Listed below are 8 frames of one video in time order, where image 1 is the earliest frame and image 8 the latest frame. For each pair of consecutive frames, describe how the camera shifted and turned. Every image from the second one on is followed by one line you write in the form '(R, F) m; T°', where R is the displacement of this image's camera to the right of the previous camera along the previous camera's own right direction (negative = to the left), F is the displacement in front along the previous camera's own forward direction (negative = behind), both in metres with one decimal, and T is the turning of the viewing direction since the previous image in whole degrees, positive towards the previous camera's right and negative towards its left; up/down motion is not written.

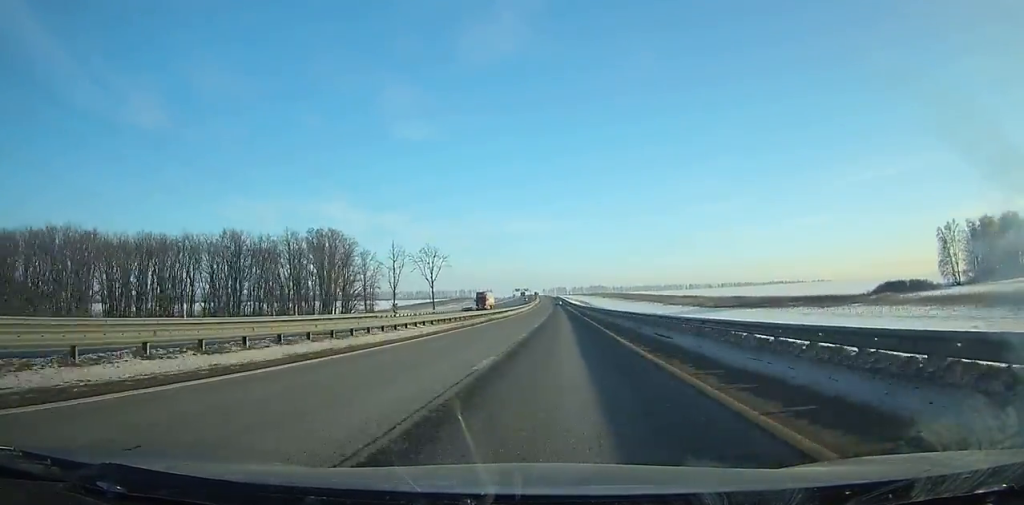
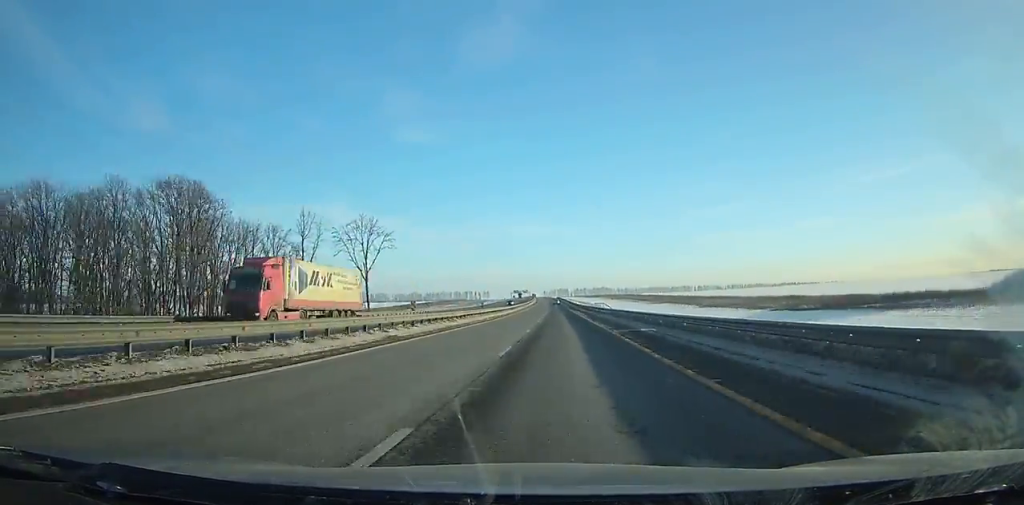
(-0.2, +56.2) m; 0°
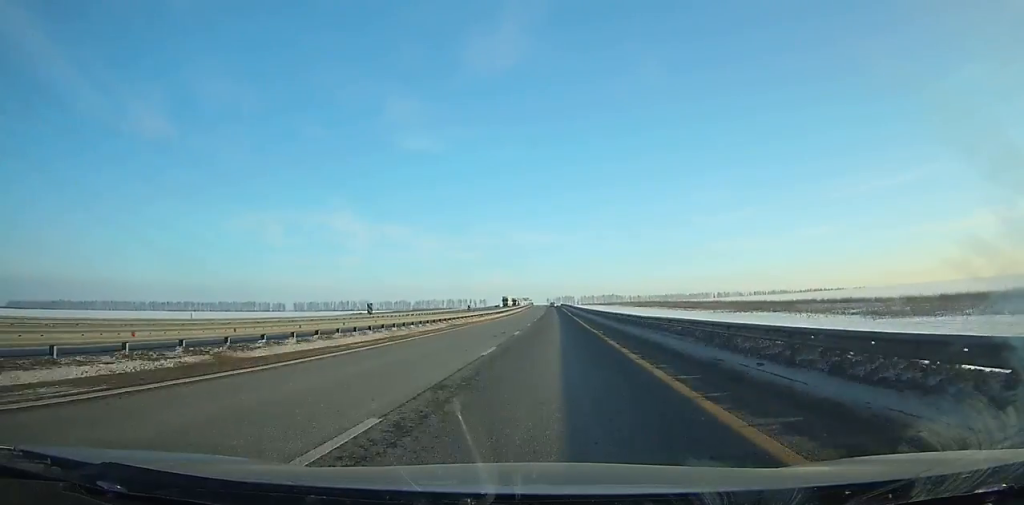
(-0.3, +94.6) m; -1°
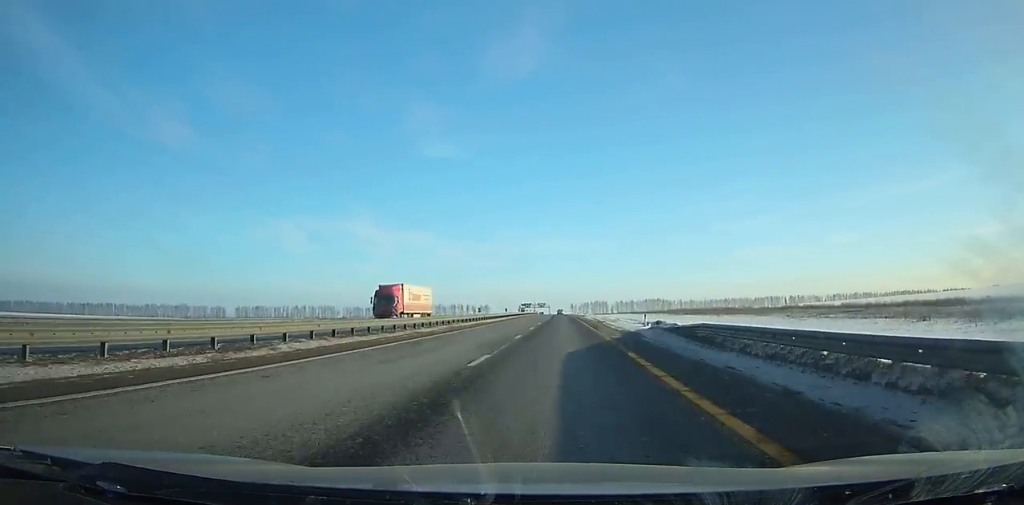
(-3.2, +204.4) m; -2°
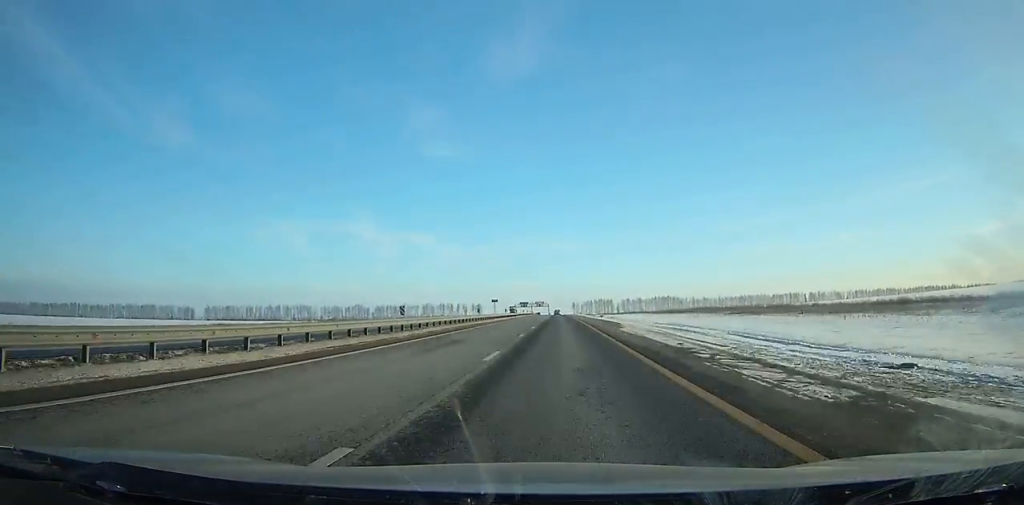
(-0.3, +58.3) m; 0°
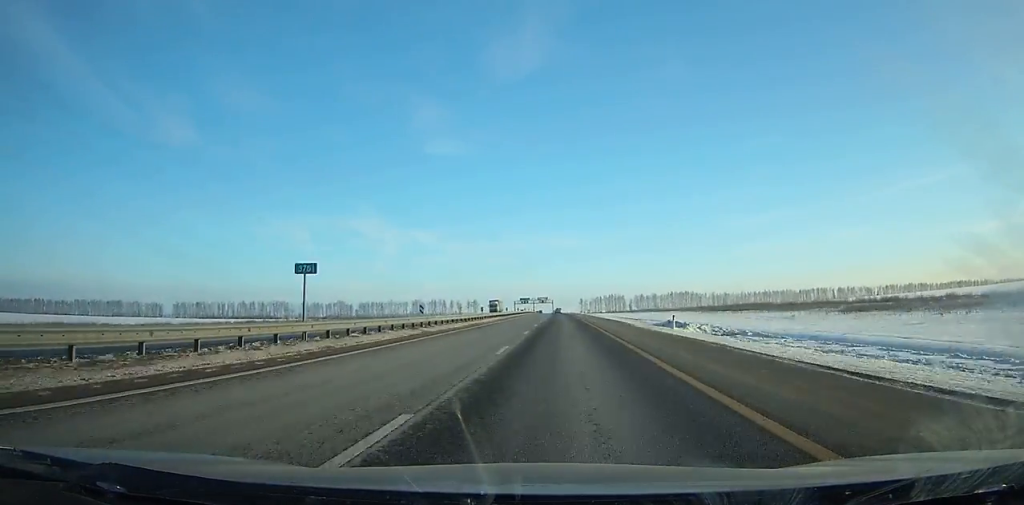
(-0.2, +57.8) m; 0°
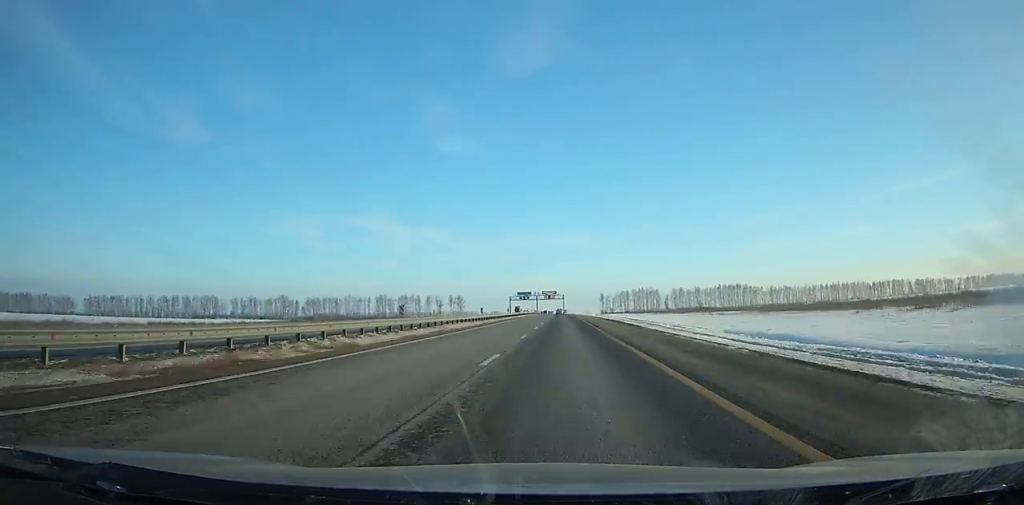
(-1.2, +121.4) m; -1°
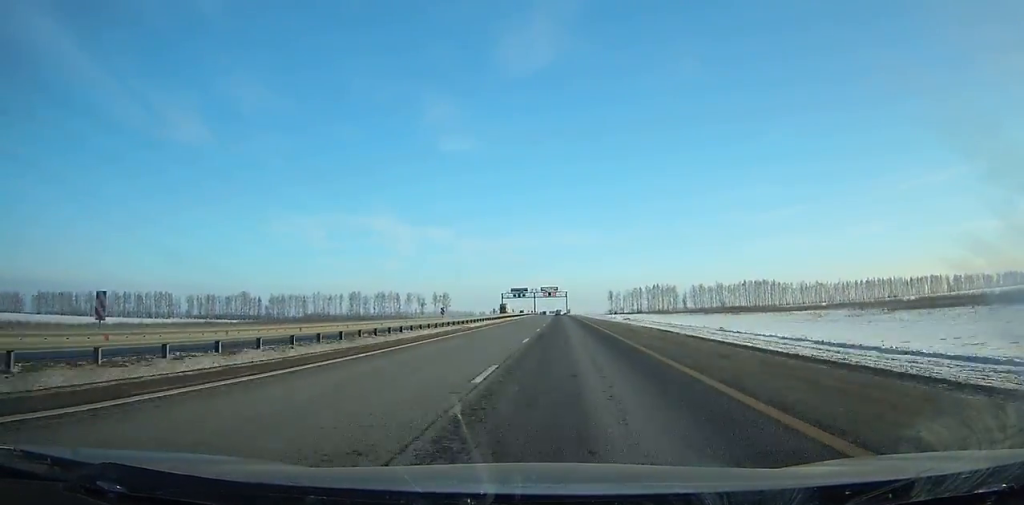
(-0.3, +50.1) m; 0°
